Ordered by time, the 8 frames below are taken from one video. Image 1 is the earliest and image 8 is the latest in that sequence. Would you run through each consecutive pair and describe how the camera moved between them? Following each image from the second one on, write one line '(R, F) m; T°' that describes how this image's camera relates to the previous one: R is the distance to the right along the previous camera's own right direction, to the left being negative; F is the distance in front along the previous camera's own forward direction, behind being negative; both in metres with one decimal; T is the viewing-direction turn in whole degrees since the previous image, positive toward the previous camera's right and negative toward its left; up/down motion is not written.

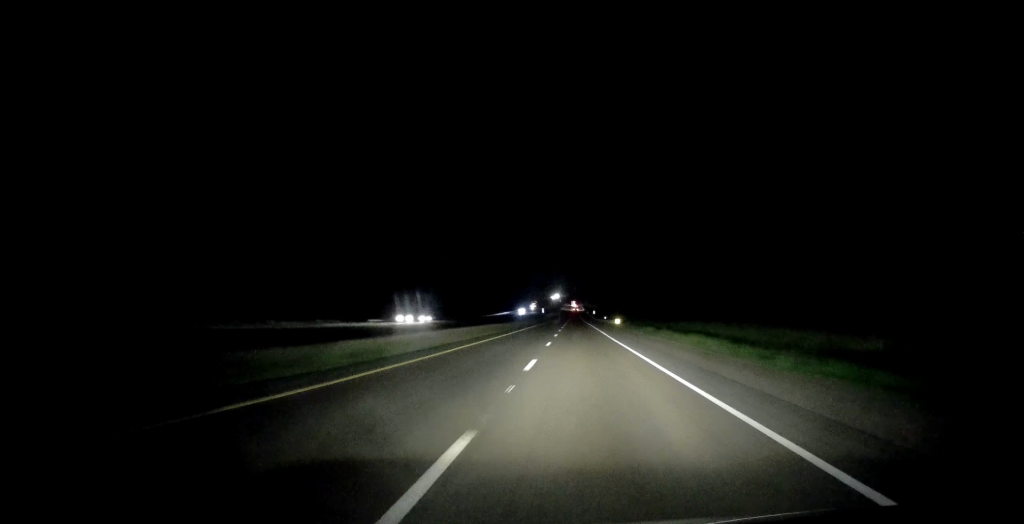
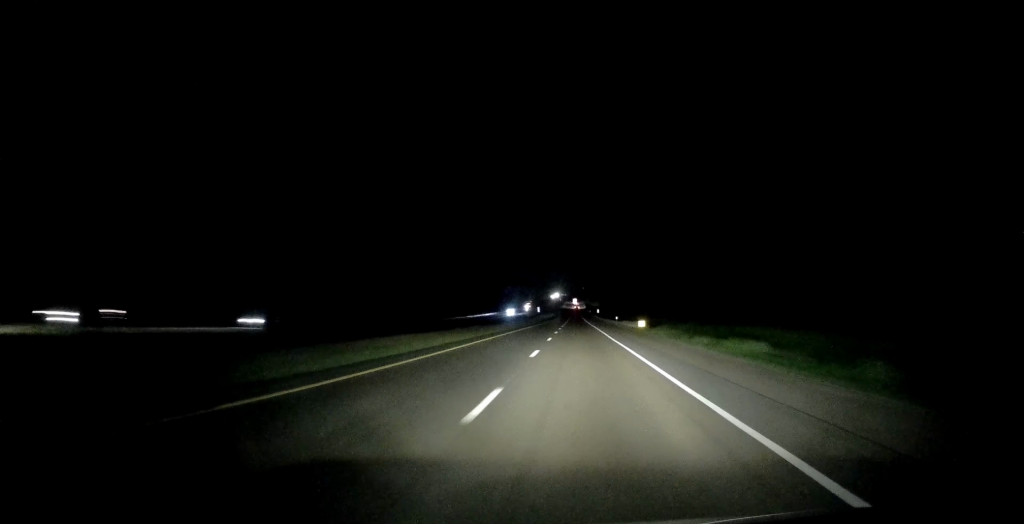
(+0.1, +32.2) m; 0°
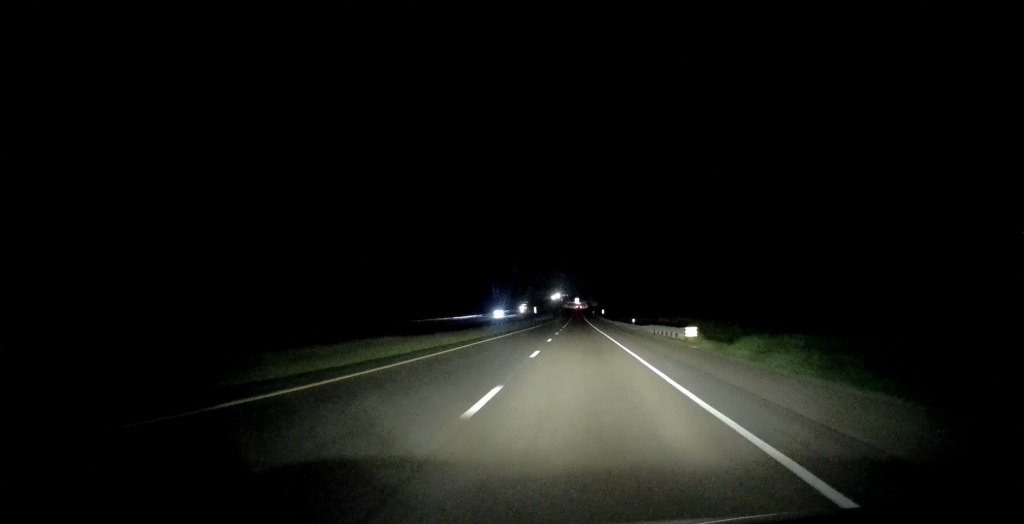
(0.0, +24.0) m; 0°
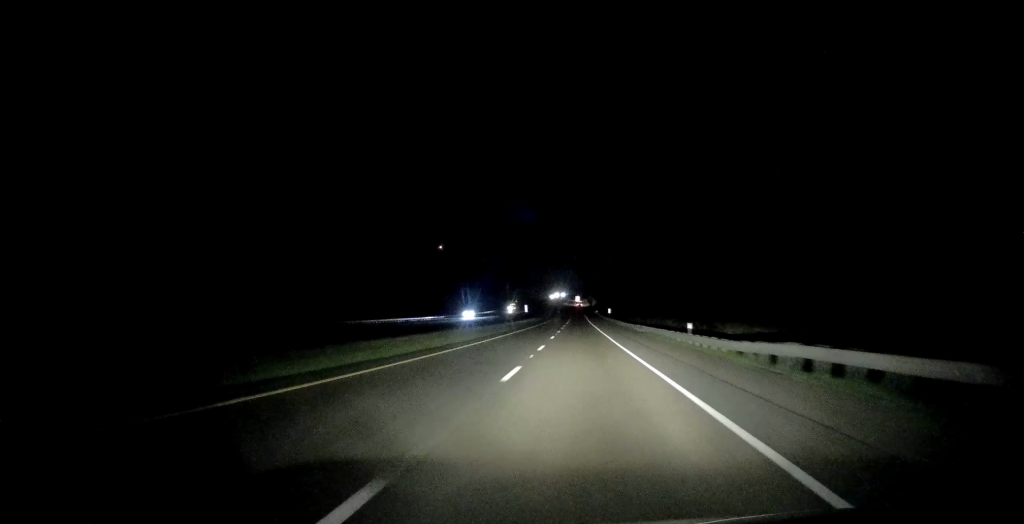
(-0.2, +31.9) m; -1°
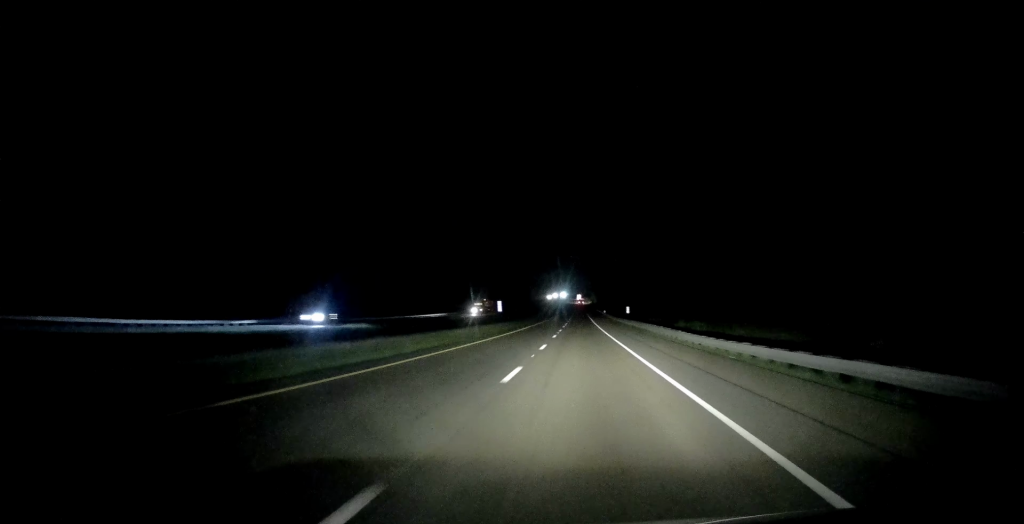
(0.0, +49.0) m; +1°
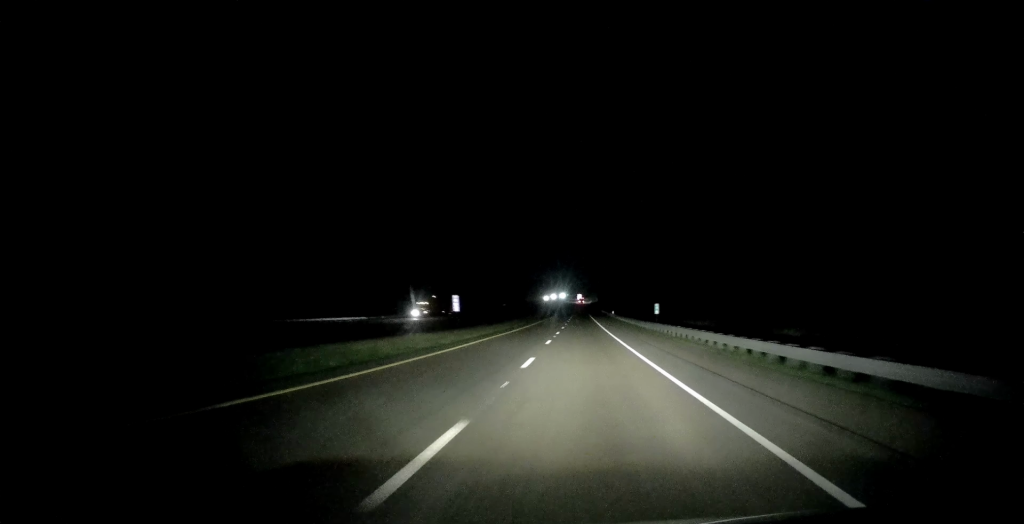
(+0.3, +33.1) m; 0°
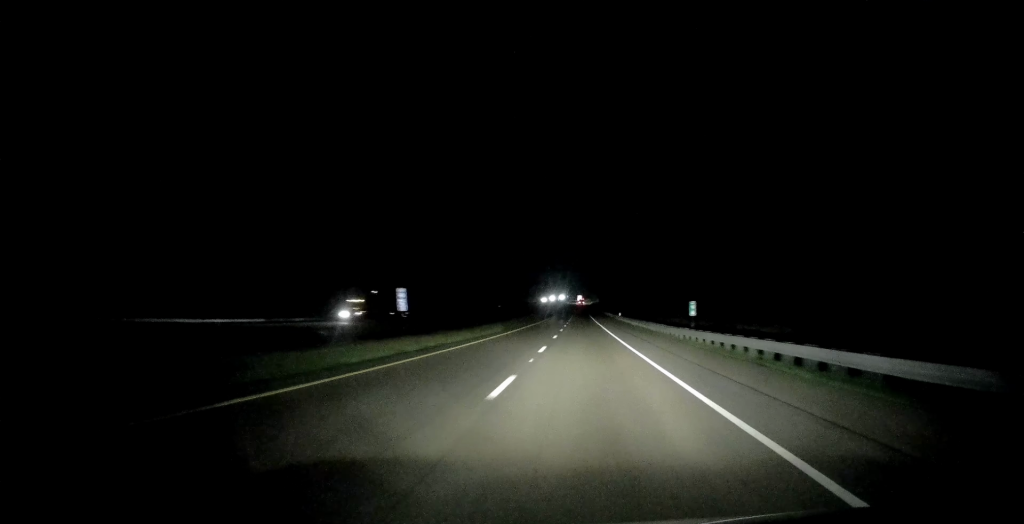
(0.0, +18.2) m; 0°
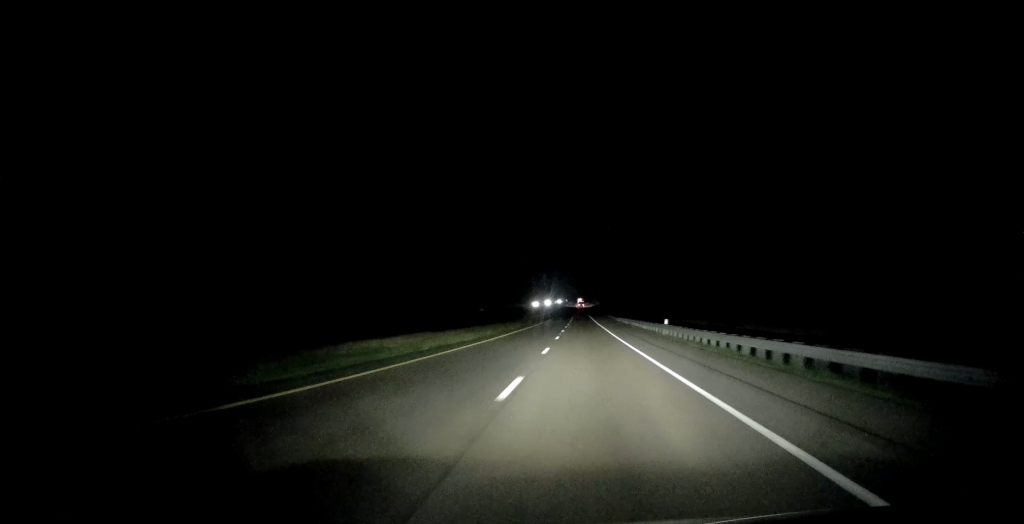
(-0.5, +48.9) m; -1°
